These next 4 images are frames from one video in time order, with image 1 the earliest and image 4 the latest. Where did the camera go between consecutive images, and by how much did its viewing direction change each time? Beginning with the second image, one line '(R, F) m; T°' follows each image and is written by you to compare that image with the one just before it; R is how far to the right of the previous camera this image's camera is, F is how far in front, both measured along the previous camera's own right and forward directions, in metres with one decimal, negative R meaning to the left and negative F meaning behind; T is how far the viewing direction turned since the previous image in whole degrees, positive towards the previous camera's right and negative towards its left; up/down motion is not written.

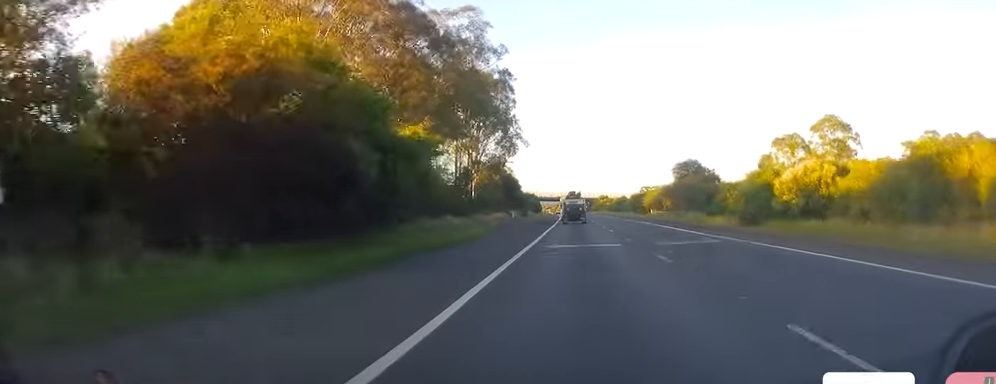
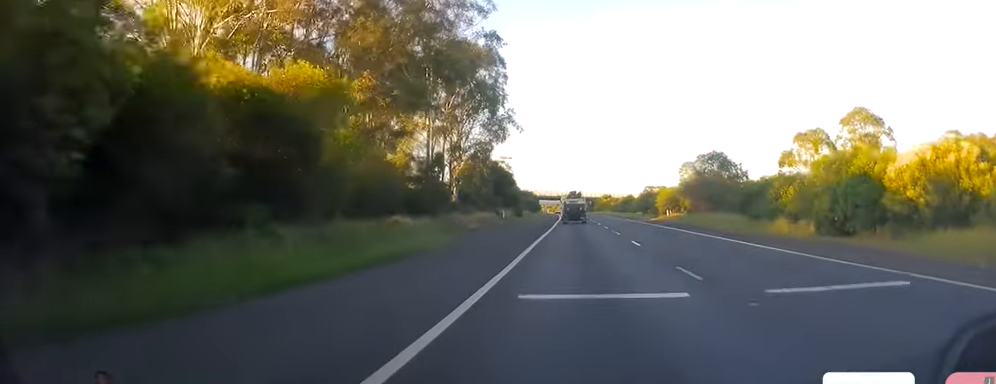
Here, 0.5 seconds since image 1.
(-0.1, +15.0) m; 0°
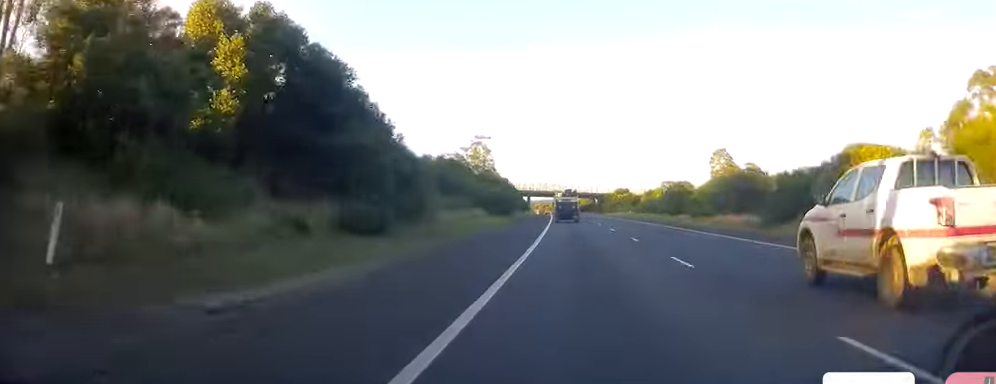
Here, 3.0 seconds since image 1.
(+0.8, +70.4) m; +1°
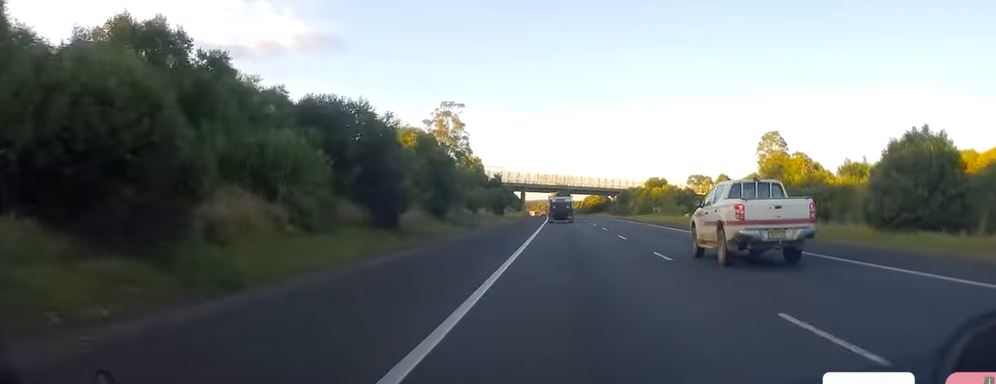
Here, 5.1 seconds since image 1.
(-0.8, +58.3) m; -1°
